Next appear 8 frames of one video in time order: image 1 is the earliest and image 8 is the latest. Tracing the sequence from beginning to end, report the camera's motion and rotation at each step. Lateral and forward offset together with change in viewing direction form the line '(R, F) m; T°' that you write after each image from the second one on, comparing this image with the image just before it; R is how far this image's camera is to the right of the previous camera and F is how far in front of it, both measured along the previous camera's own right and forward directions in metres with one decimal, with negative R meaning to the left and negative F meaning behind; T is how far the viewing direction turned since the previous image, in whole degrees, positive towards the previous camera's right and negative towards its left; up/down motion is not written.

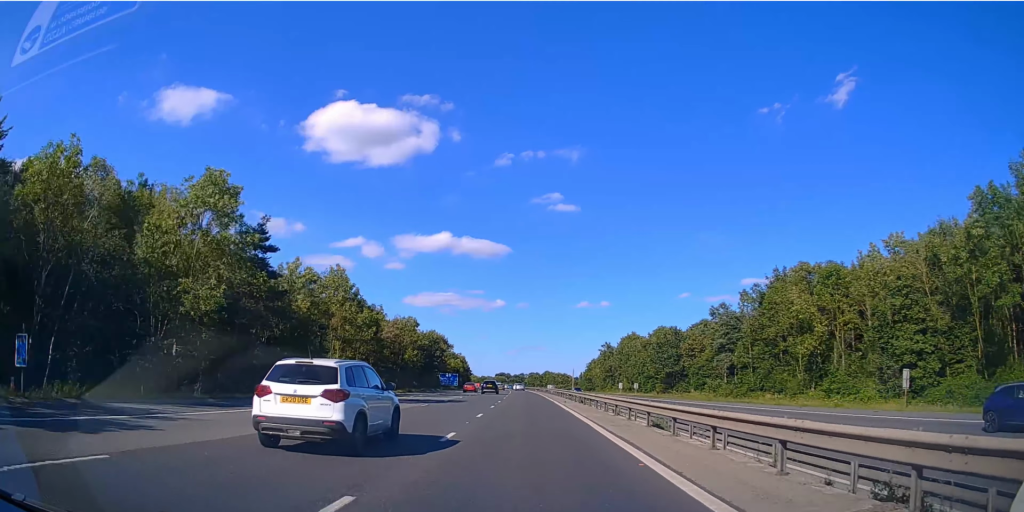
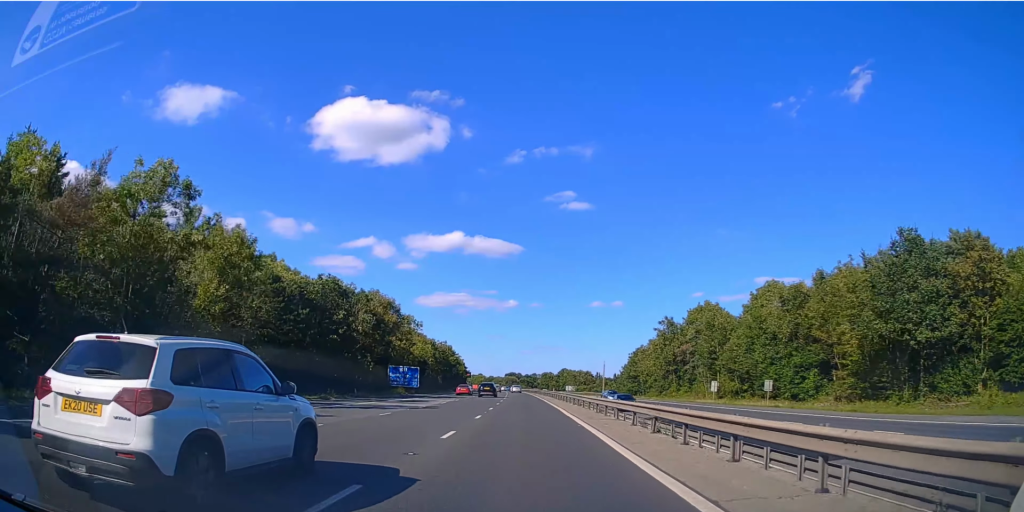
(-1.3, +68.2) m; -2°
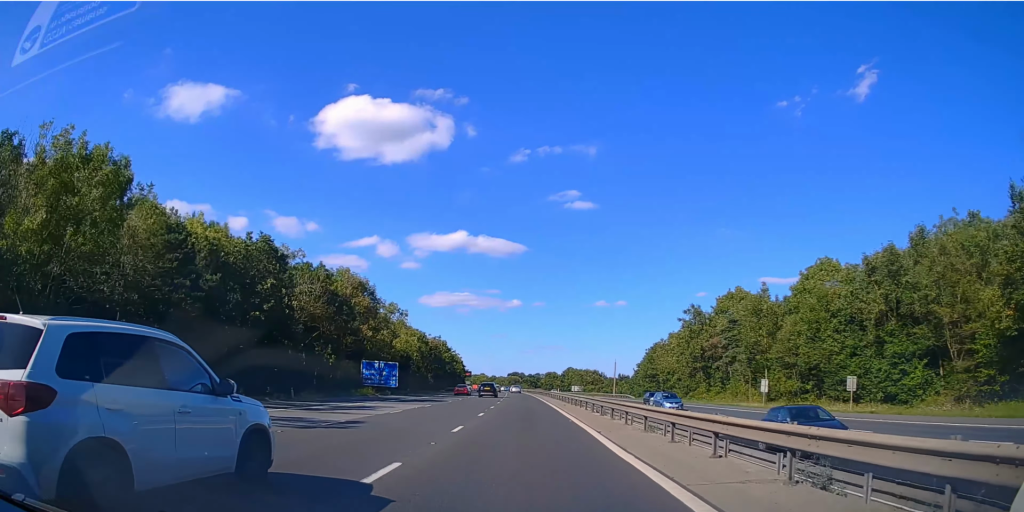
(0.0, +16.2) m; 0°
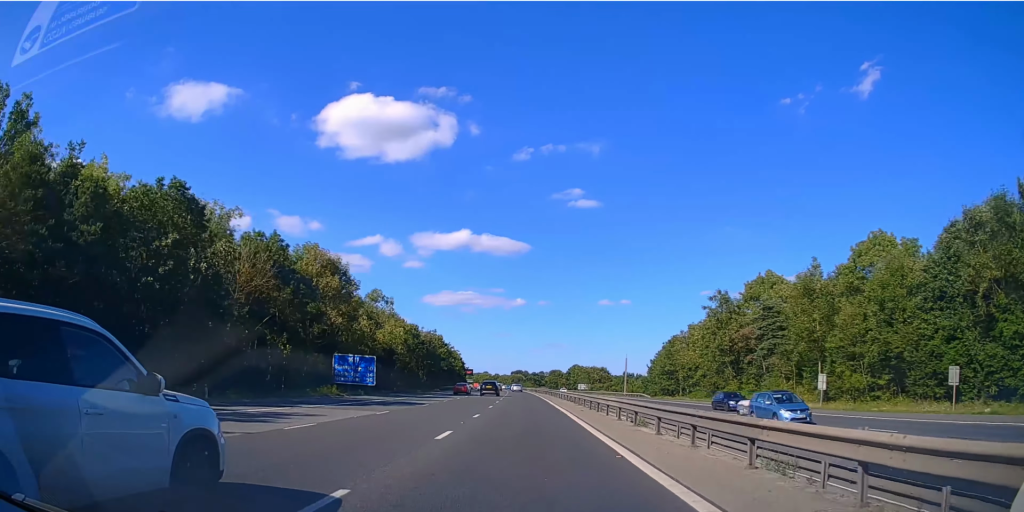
(0.0, +11.9) m; 0°
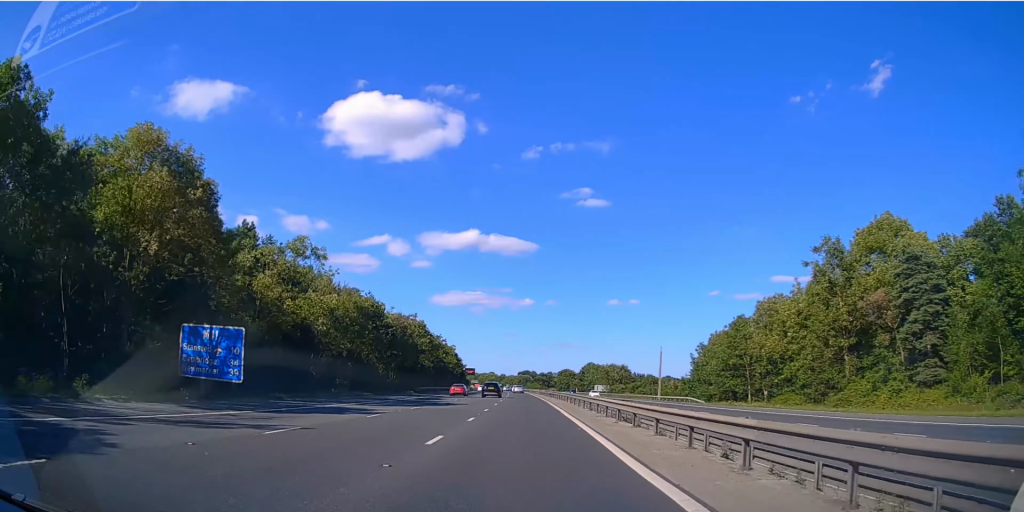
(-0.2, +29.4) m; -1°
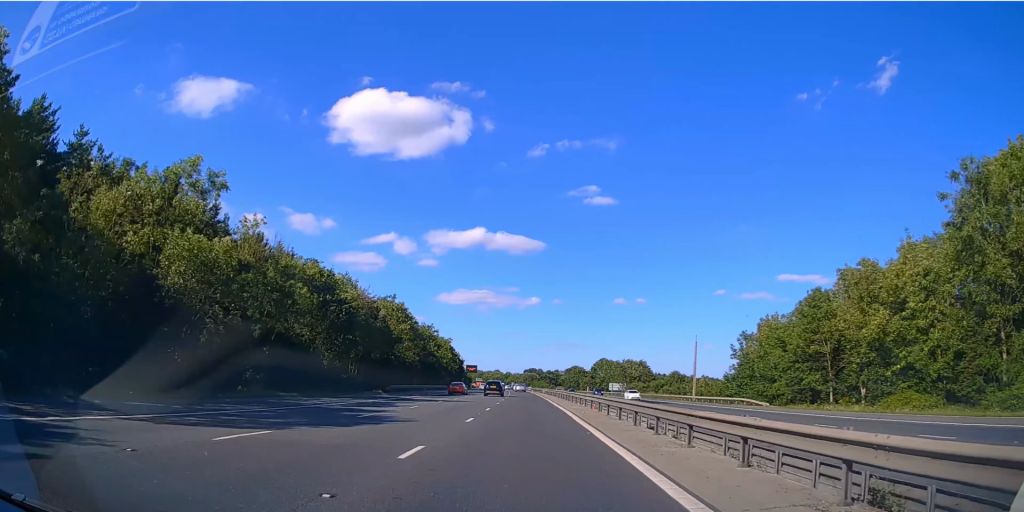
(-0.1, +18.5) m; 0°
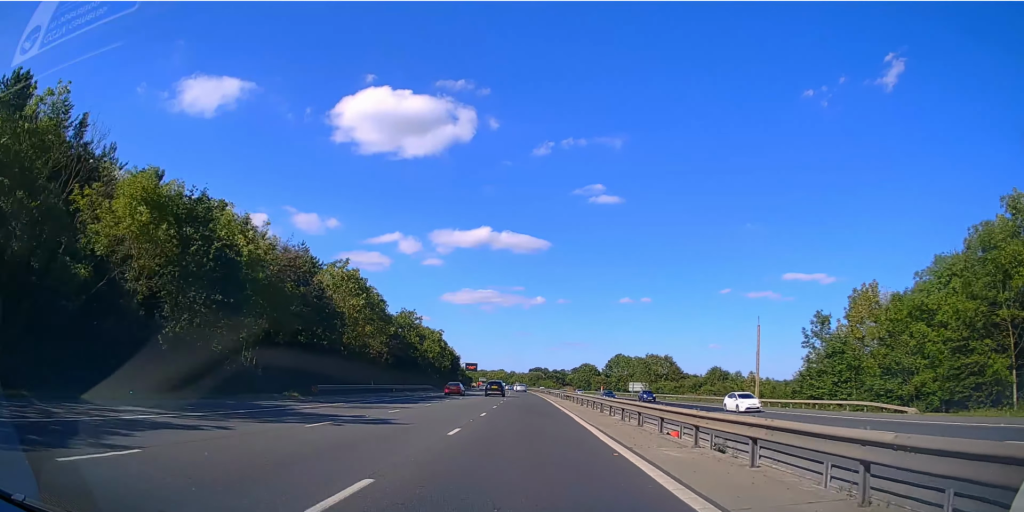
(0.0, +23.3) m; 0°
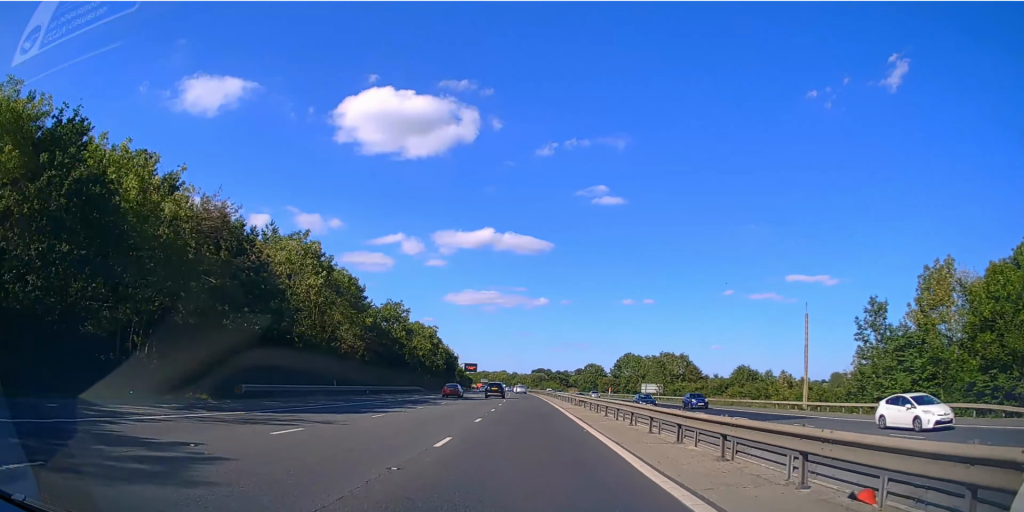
(-0.1, +11.3) m; 0°
